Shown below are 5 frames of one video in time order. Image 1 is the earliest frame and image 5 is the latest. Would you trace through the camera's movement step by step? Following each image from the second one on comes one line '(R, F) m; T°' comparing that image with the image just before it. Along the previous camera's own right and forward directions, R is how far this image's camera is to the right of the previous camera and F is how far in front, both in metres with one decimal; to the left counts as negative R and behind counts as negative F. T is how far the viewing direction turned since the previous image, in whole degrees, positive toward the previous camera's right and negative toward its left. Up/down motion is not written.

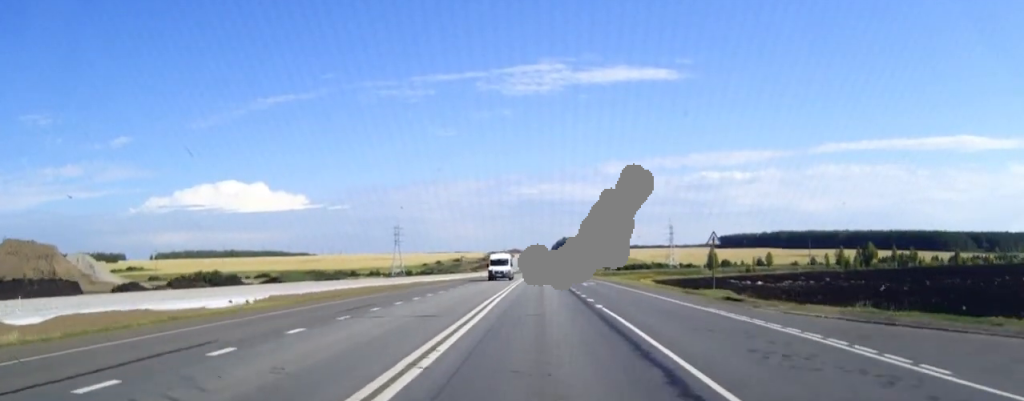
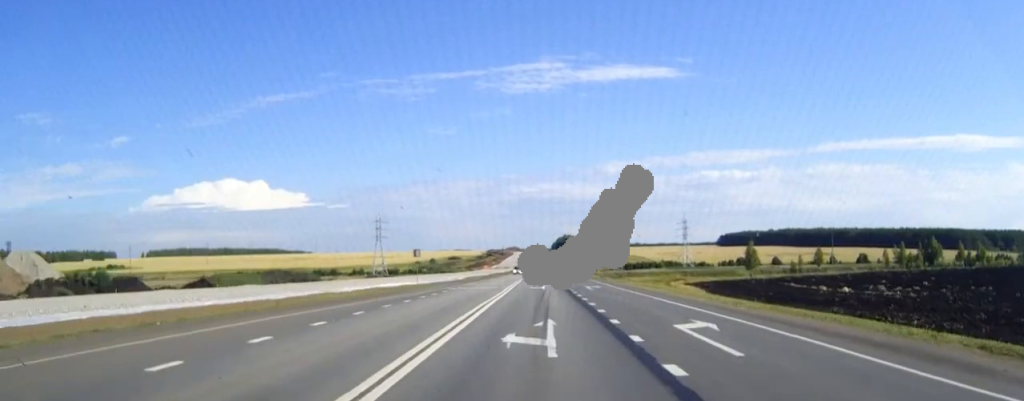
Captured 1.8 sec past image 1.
(0.0, +37.8) m; 0°
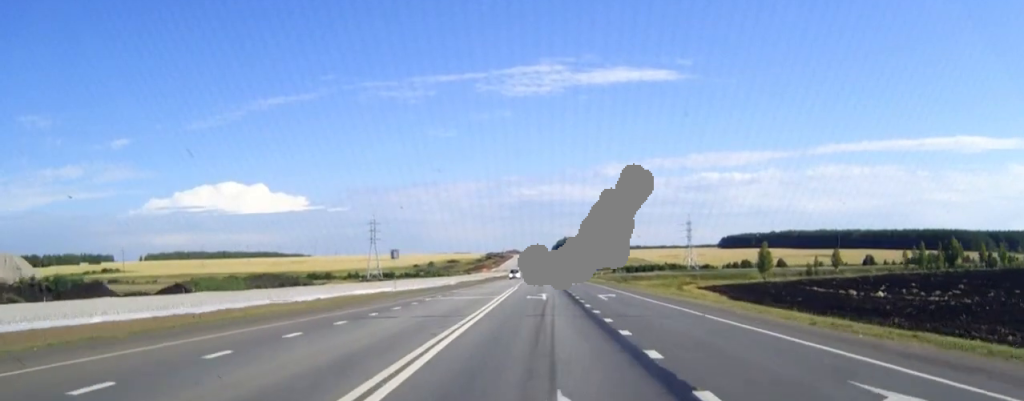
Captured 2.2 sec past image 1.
(0.0, +10.0) m; 0°
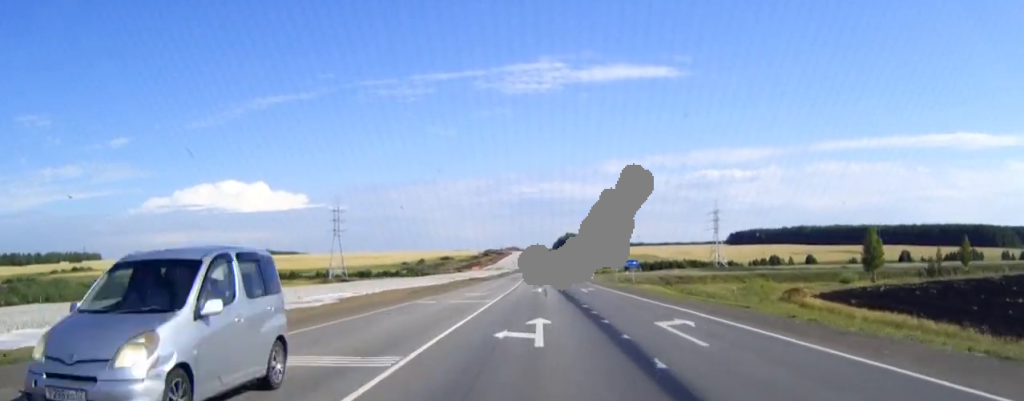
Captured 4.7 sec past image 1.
(0.0, +53.0) m; 0°
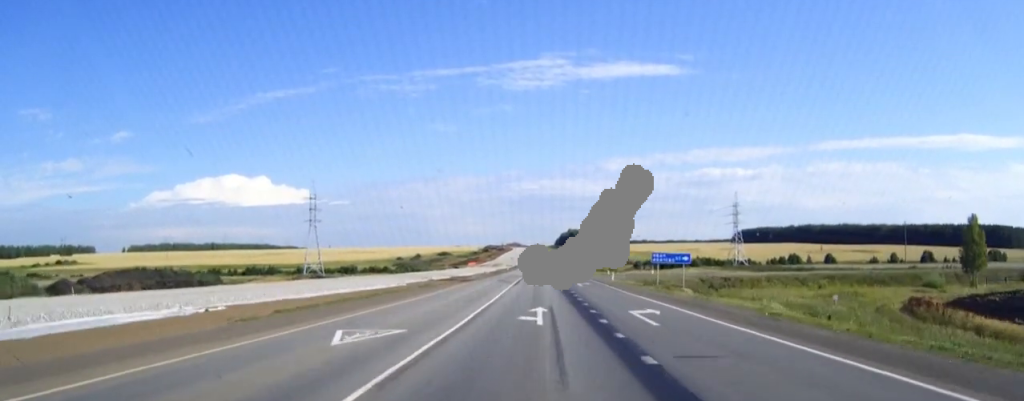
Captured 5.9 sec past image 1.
(0.0, +27.3) m; 0°
